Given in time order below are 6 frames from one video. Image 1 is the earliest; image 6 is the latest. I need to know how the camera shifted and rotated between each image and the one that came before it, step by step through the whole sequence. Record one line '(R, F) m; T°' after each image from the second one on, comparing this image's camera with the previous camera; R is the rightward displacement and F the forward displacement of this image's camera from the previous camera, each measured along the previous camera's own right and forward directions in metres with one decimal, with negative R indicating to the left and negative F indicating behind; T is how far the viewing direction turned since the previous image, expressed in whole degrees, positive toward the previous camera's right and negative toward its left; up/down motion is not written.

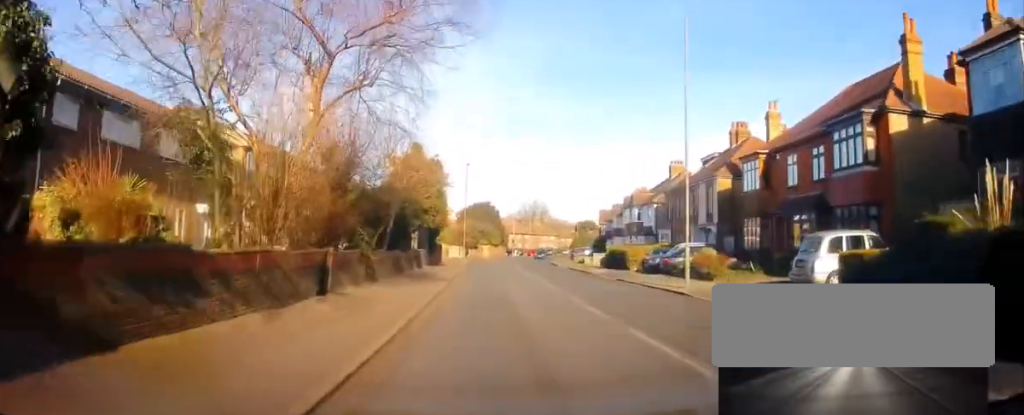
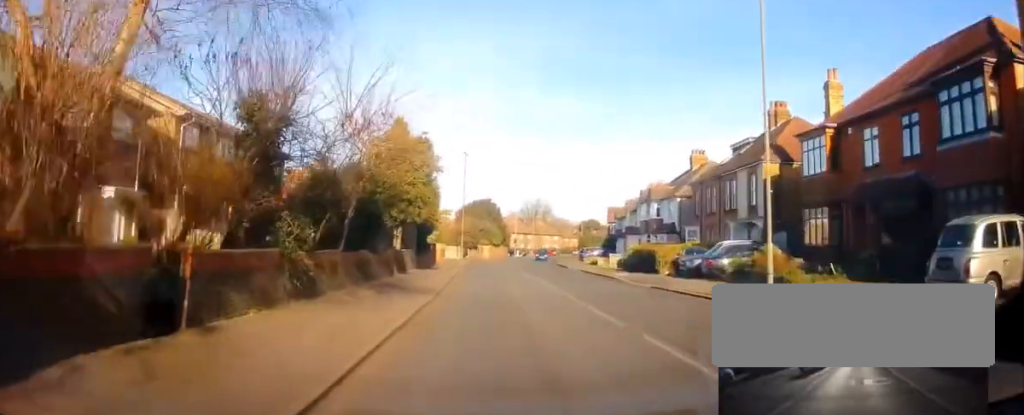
(0.0, +6.9) m; 0°
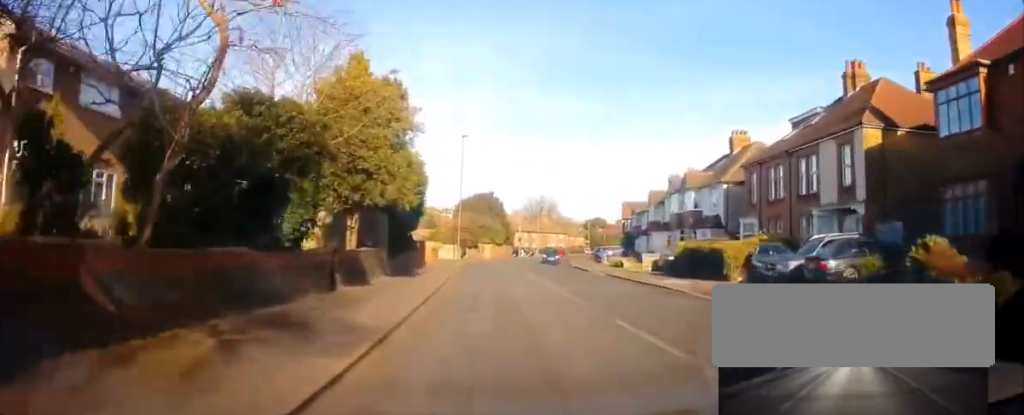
(0.0, +9.8) m; 0°
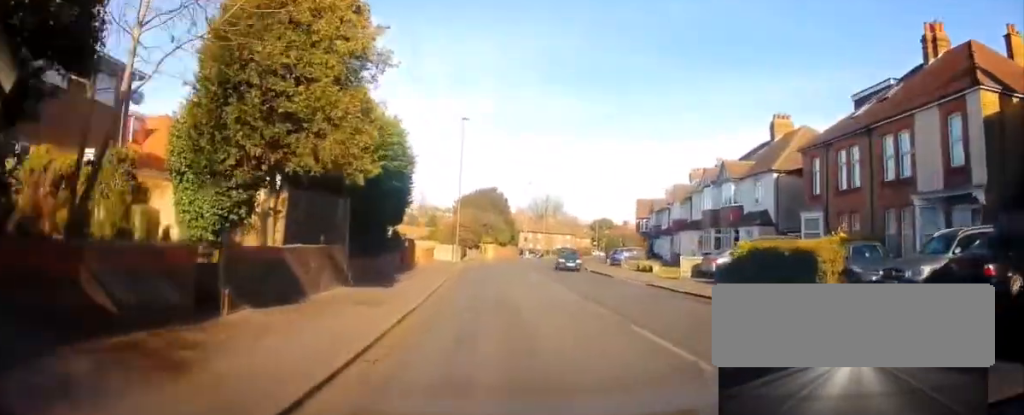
(0.0, +7.0) m; 0°
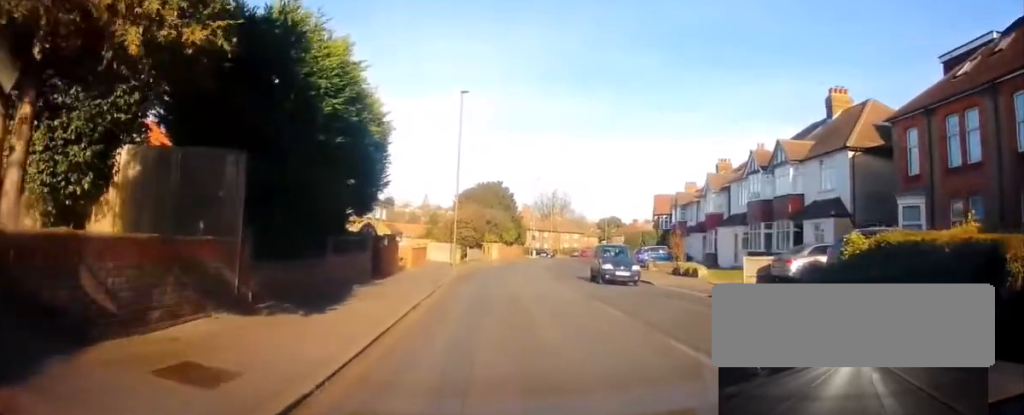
(0.0, +7.4) m; 0°
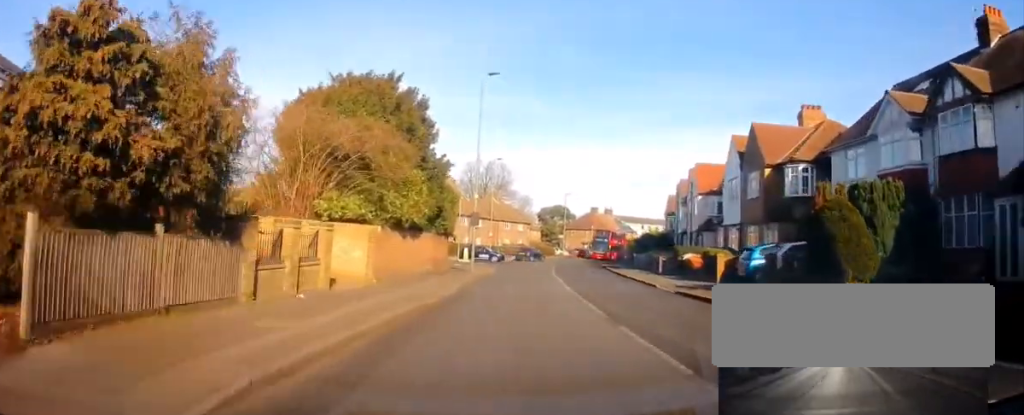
(+2.5, +44.4) m; +7°
